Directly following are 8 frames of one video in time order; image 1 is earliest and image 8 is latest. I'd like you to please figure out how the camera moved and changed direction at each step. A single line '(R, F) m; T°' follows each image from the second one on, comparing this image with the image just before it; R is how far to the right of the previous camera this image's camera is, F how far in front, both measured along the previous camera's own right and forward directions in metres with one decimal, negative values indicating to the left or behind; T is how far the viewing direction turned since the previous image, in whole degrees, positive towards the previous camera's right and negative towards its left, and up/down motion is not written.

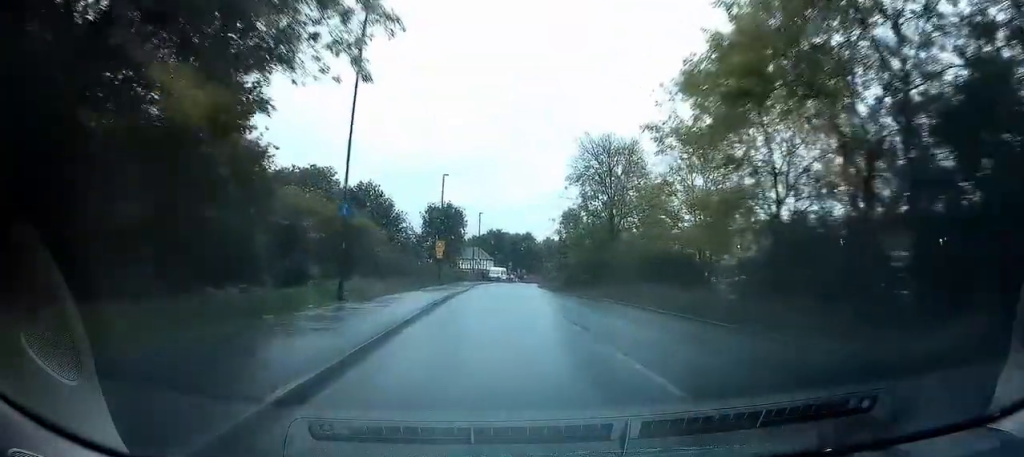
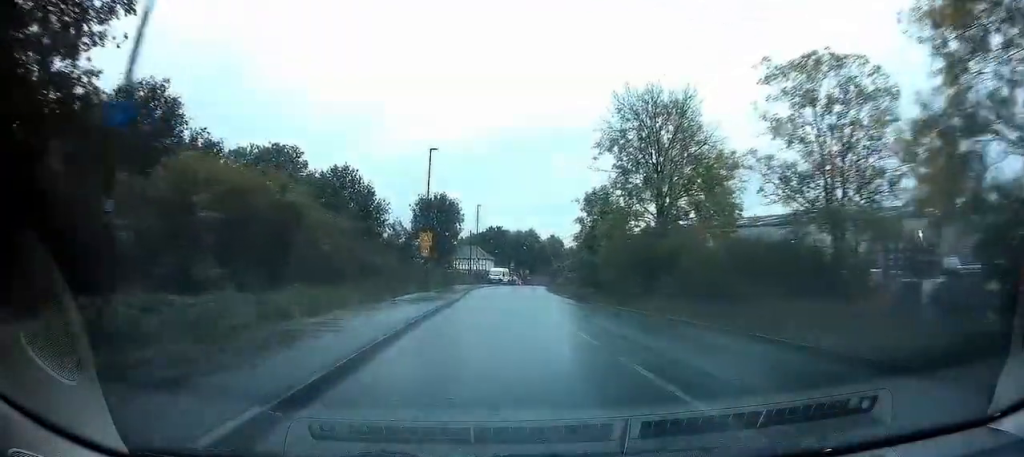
(+0.2, +13.0) m; -1°
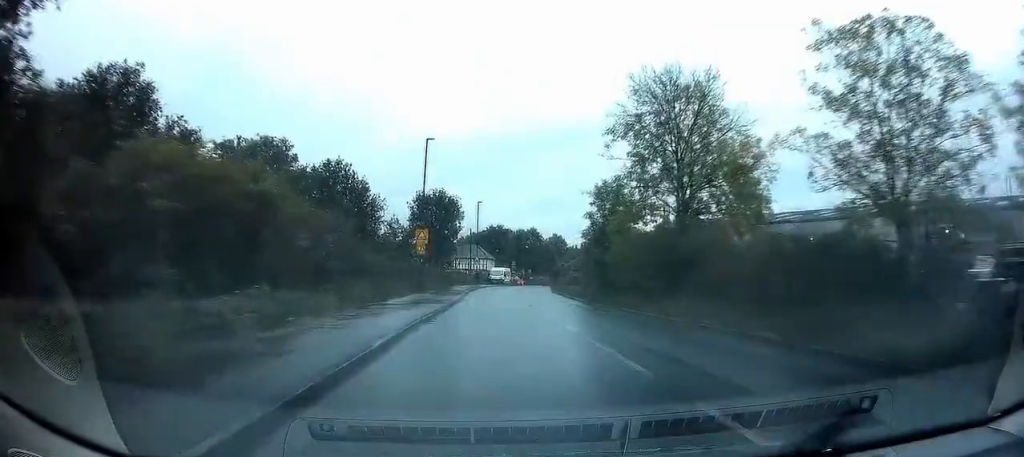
(+0.1, +3.4) m; -2°
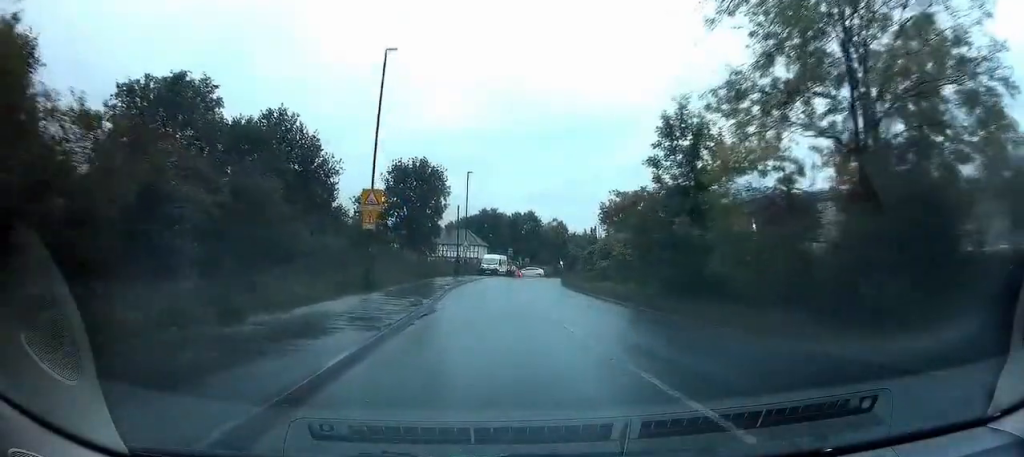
(-0.6, +15.0) m; 0°
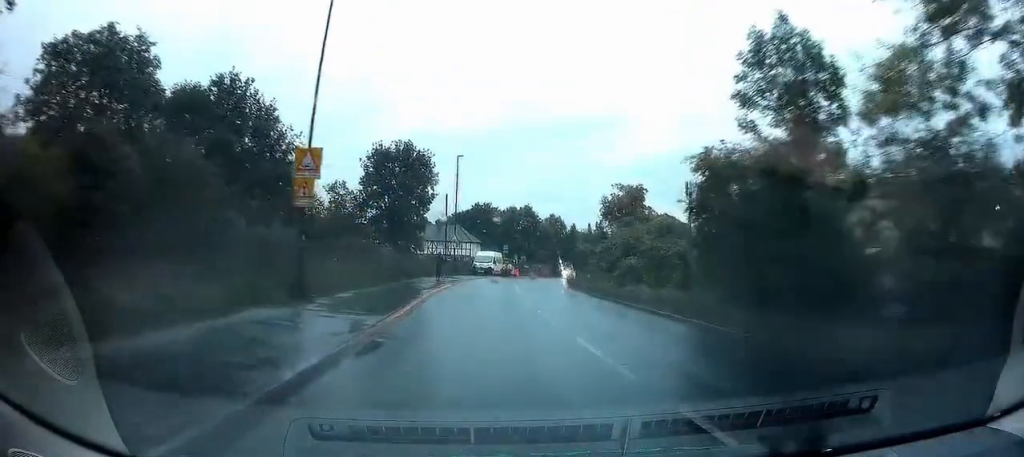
(+0.2, +8.1) m; +3°
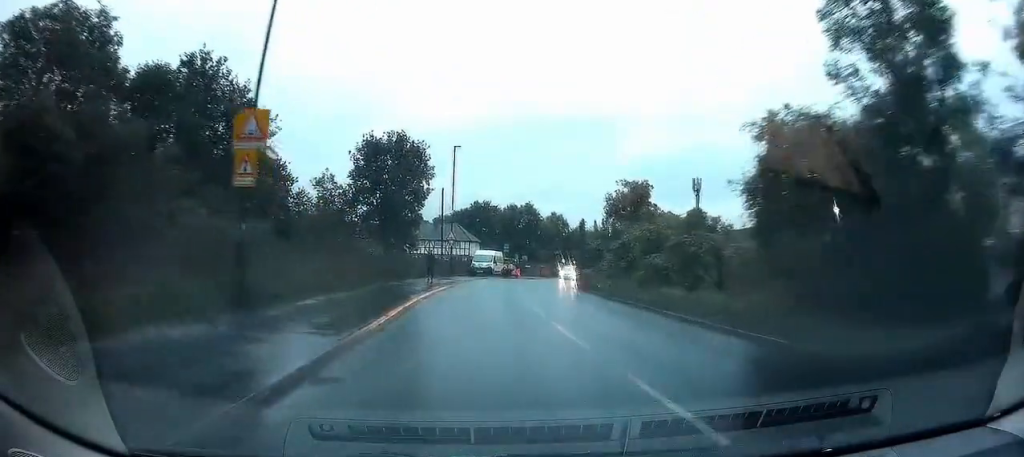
(+0.2, +4.1) m; +1°
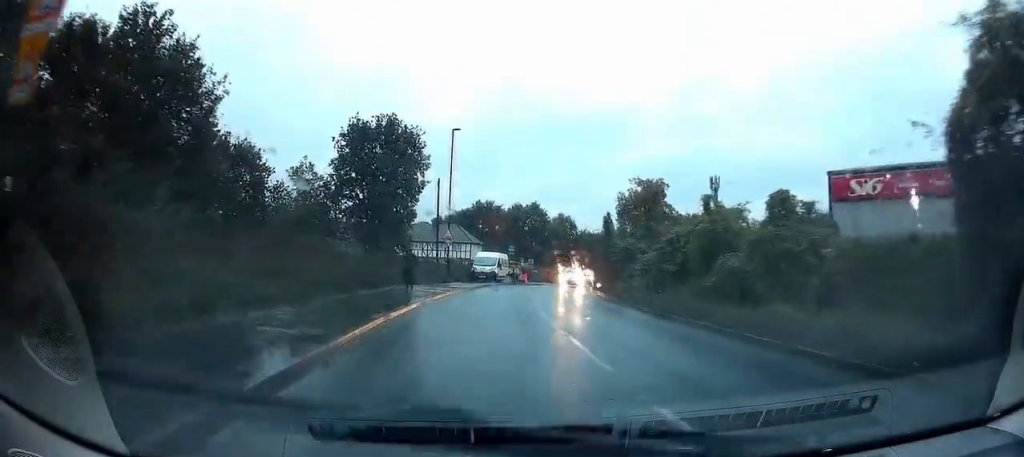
(+0.1, +7.0) m; 0°
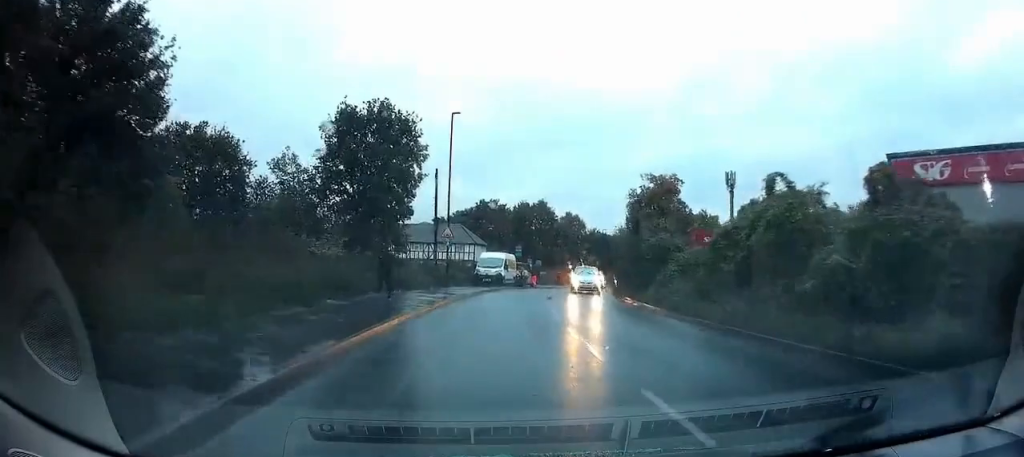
(0.0, +5.0) m; 0°
